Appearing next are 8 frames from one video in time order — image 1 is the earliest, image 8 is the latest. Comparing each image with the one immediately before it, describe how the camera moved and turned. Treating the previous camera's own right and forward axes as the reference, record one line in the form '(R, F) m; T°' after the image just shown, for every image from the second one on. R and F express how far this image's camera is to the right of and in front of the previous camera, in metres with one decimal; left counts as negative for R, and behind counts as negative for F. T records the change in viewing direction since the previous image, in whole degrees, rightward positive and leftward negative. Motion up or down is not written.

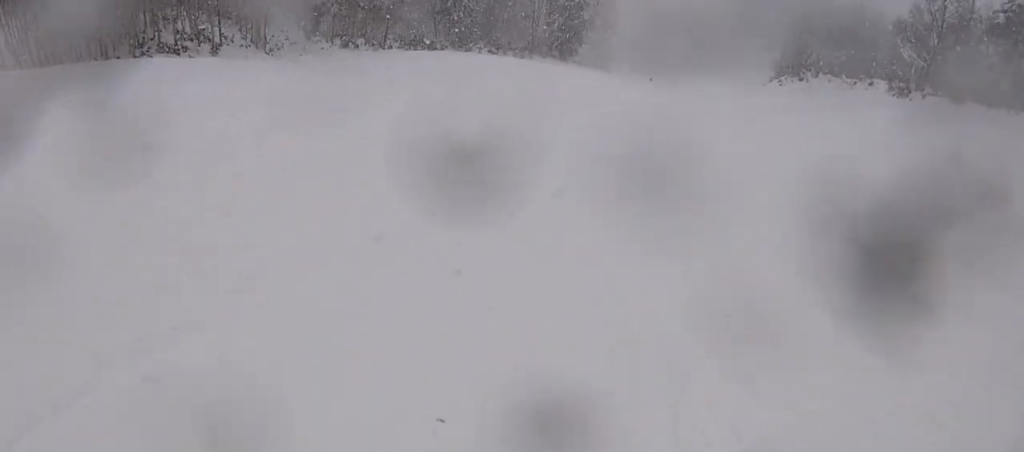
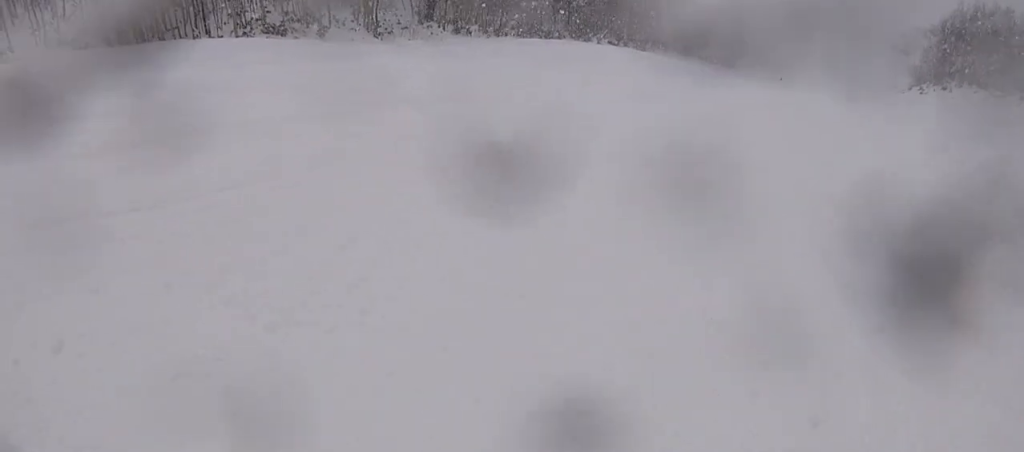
(-1.5, +2.3) m; -8°
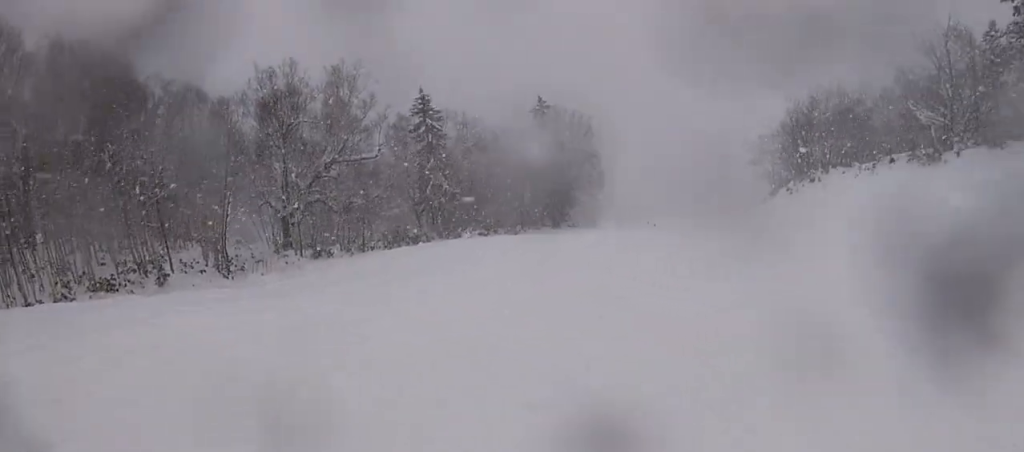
(+0.1, +6.4) m; +16°
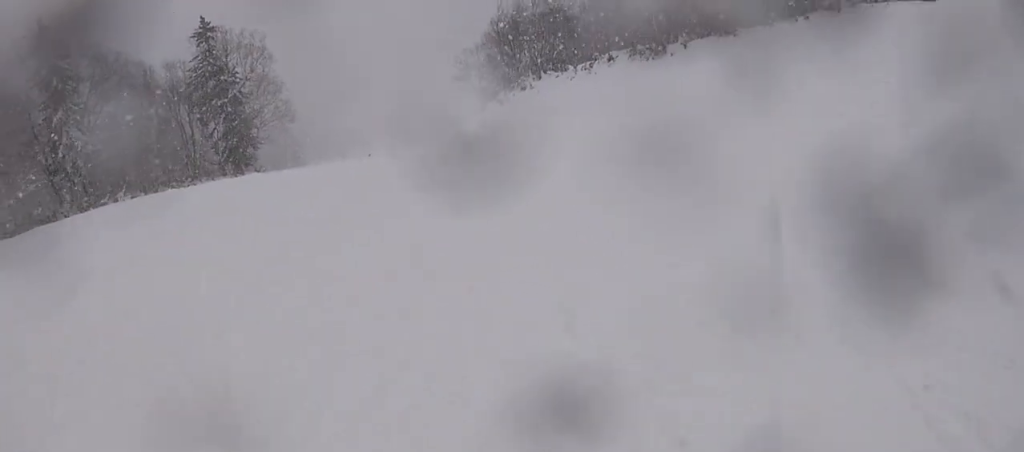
(+1.9, +8.6) m; +12°
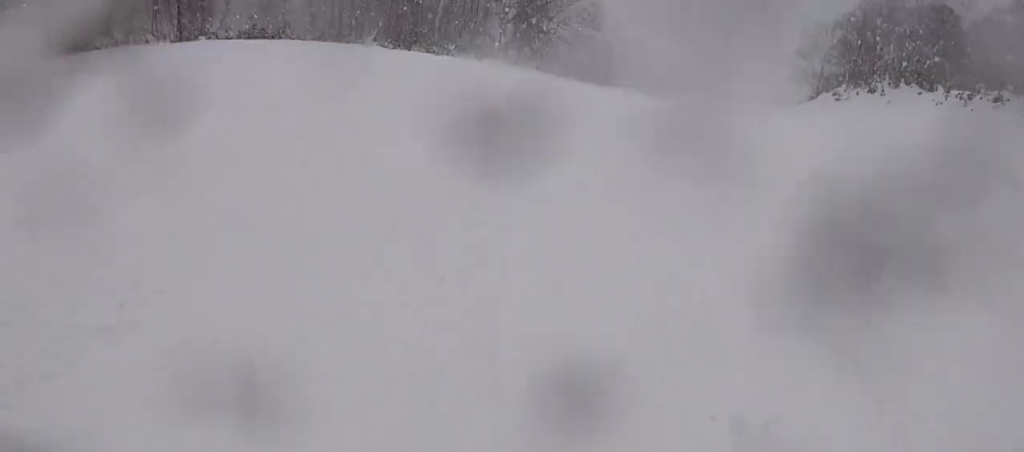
(-1.1, +8.9) m; -17°
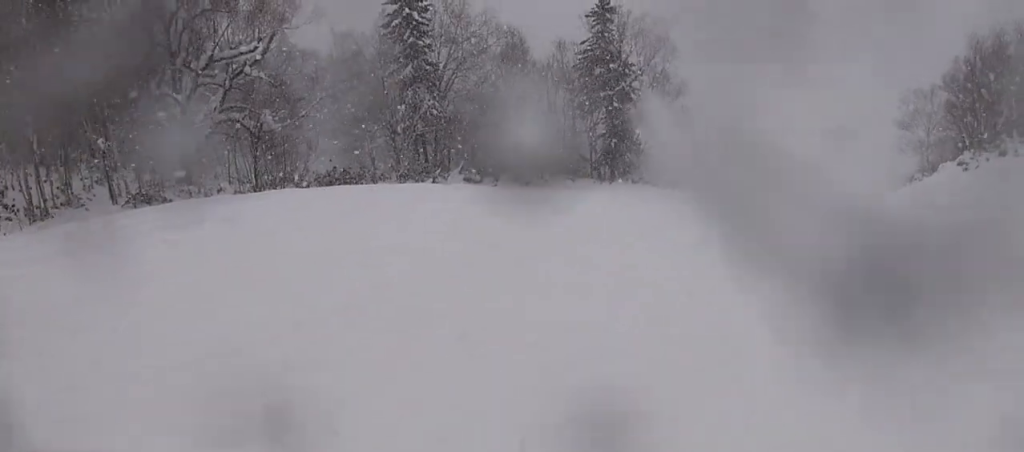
(-0.3, +4.9) m; -4°
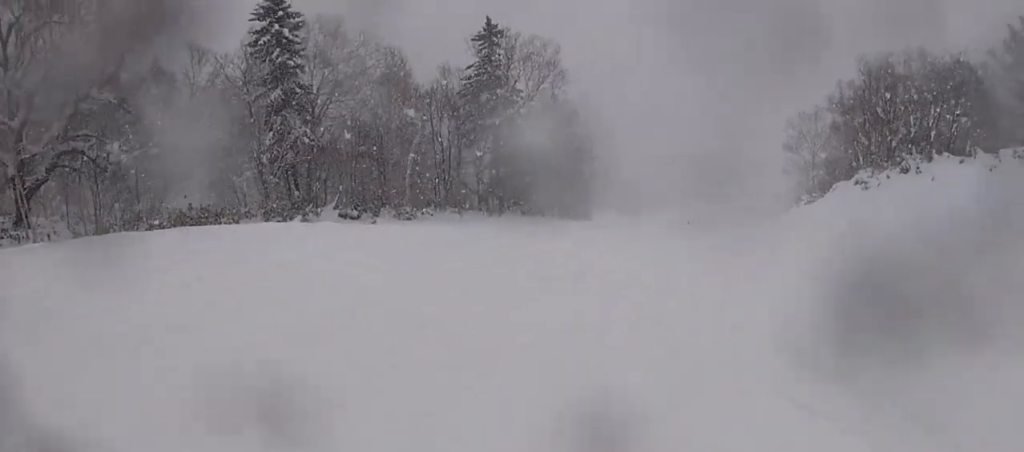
(0.0, +3.8) m; +5°
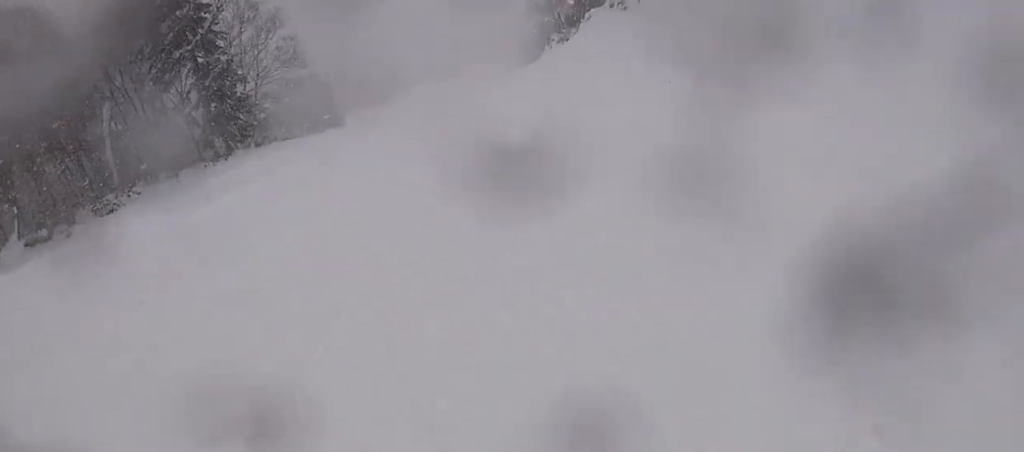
(+0.6, +5.4) m; +18°
